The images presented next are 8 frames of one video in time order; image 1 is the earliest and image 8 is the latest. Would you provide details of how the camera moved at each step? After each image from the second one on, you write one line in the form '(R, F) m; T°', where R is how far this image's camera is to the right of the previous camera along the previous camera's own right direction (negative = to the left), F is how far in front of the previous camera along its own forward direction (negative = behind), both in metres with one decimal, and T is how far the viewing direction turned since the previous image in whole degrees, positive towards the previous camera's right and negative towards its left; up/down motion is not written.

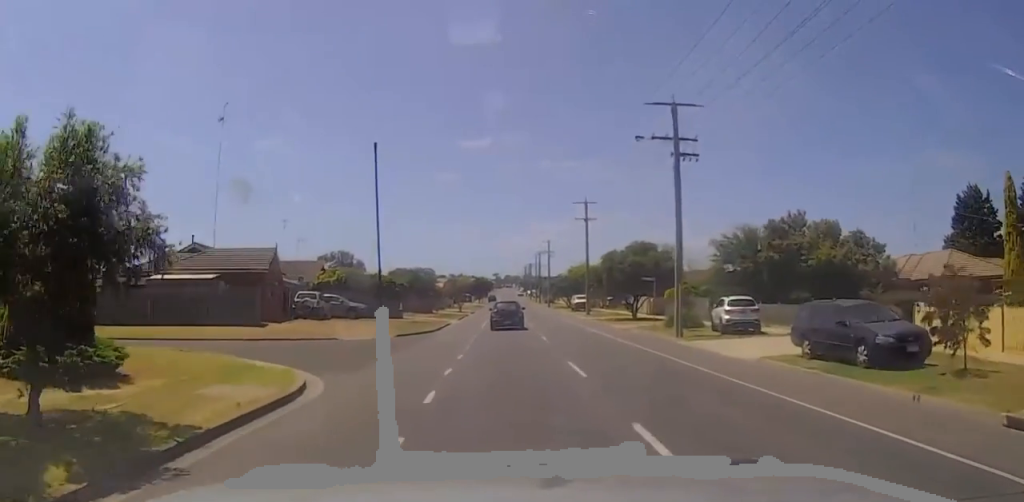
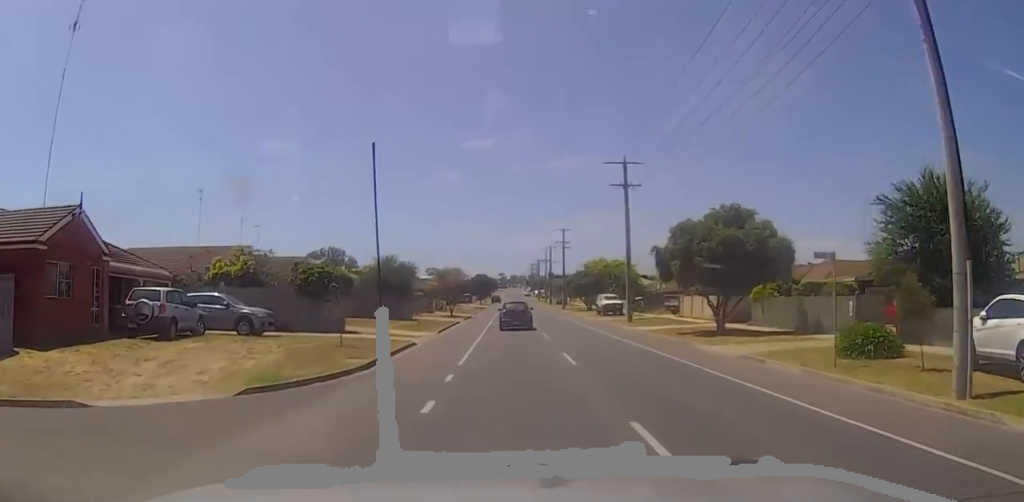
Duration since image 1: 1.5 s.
(-0.3, +18.6) m; -2°
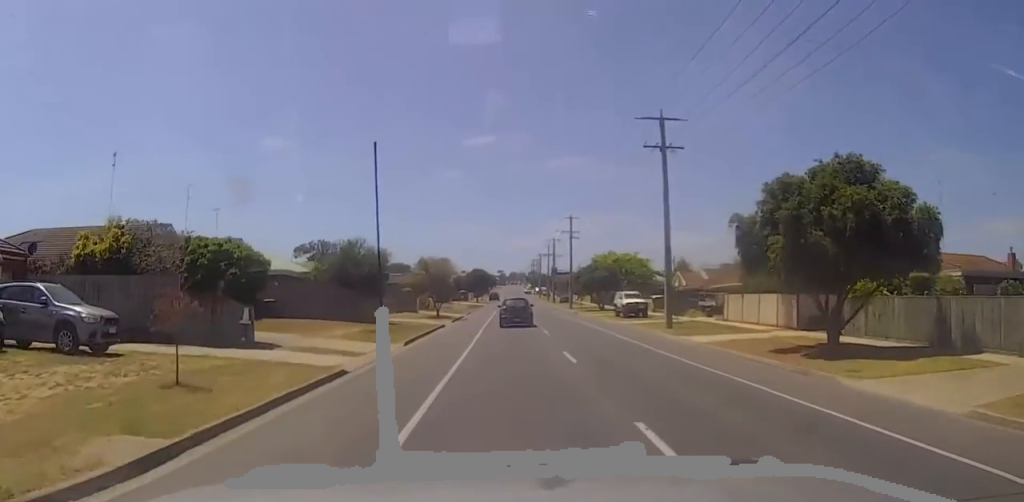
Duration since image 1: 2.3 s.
(-0.1, +11.1) m; +3°
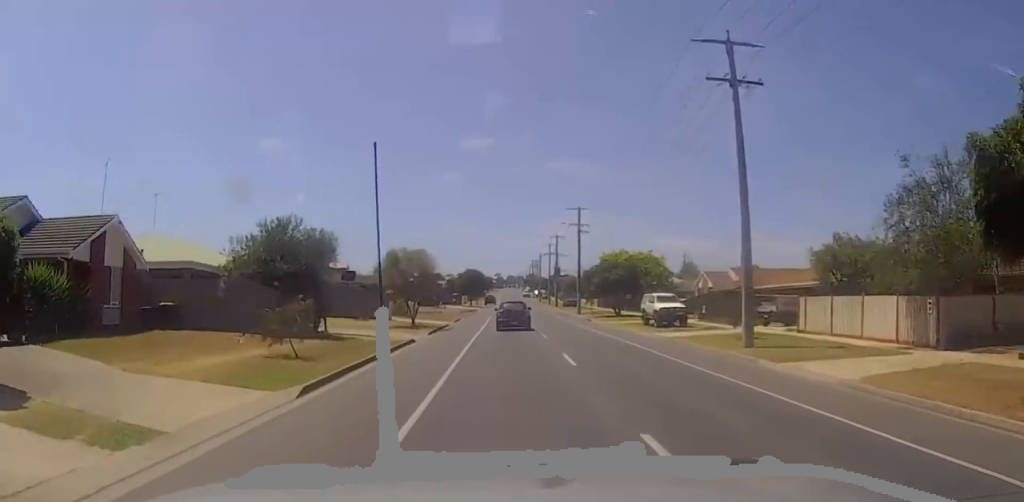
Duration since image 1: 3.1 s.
(+0.4, +11.5) m; +2°
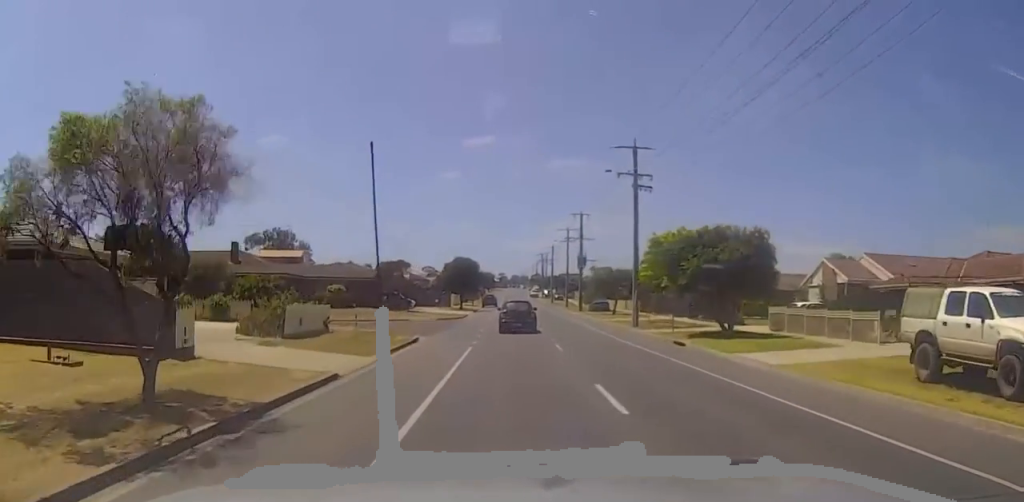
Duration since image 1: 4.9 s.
(-0.2, +28.3) m; 0°
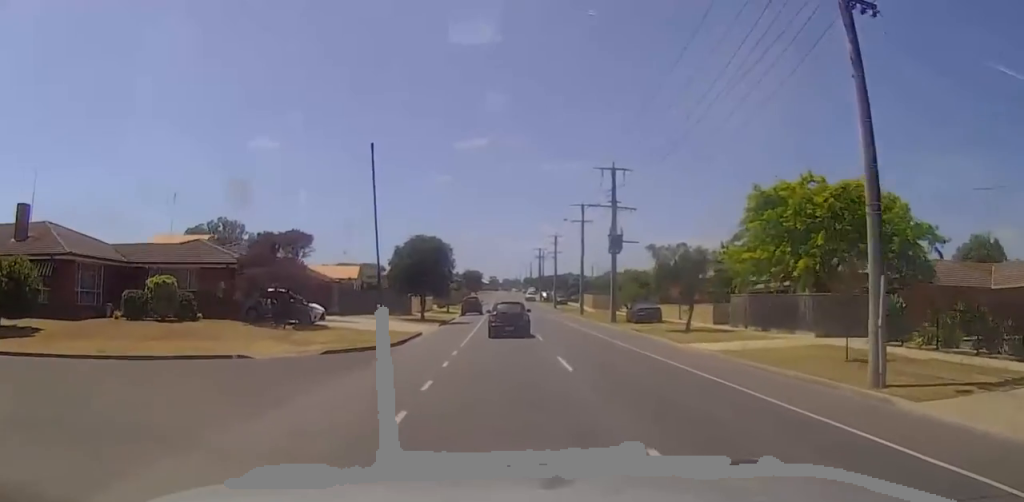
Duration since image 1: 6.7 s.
(-0.3, +27.9) m; 0°
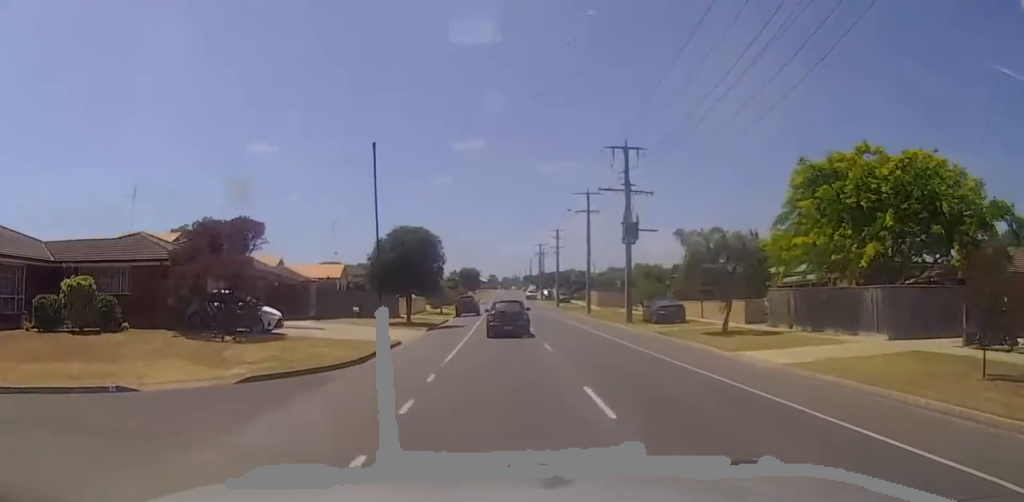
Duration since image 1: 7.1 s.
(+0.6, +6.2) m; 0°
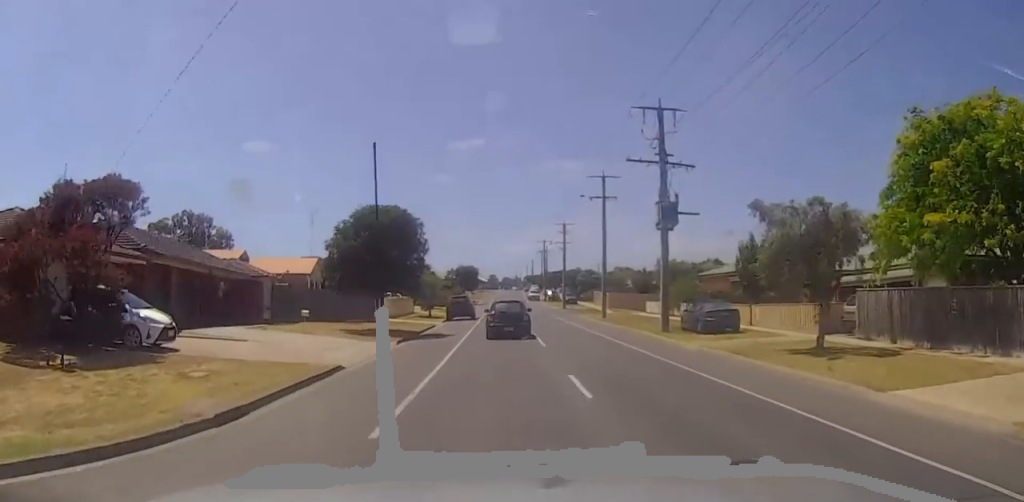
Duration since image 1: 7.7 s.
(+0.6, +9.3) m; 0°
